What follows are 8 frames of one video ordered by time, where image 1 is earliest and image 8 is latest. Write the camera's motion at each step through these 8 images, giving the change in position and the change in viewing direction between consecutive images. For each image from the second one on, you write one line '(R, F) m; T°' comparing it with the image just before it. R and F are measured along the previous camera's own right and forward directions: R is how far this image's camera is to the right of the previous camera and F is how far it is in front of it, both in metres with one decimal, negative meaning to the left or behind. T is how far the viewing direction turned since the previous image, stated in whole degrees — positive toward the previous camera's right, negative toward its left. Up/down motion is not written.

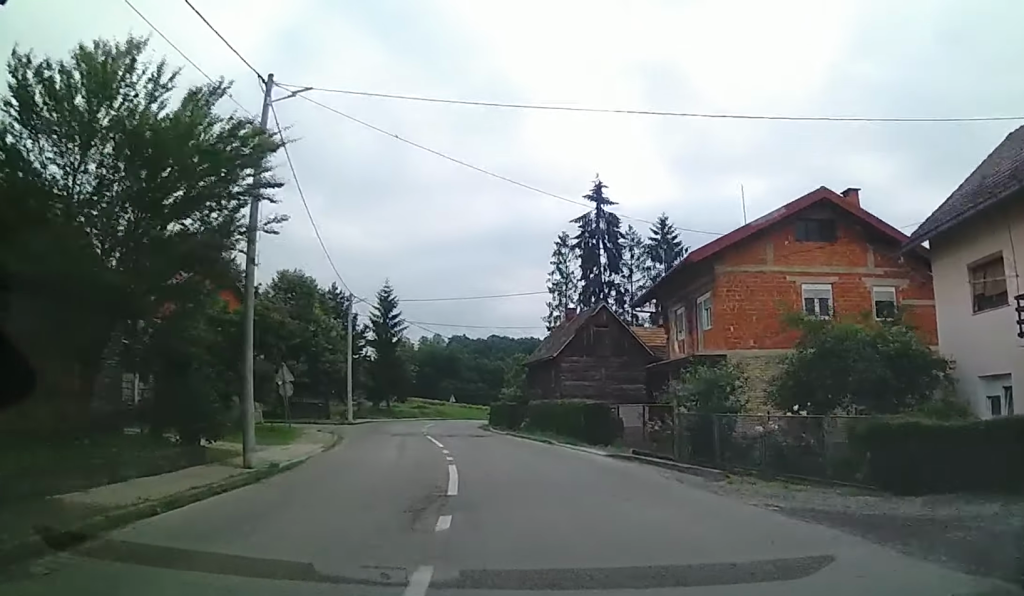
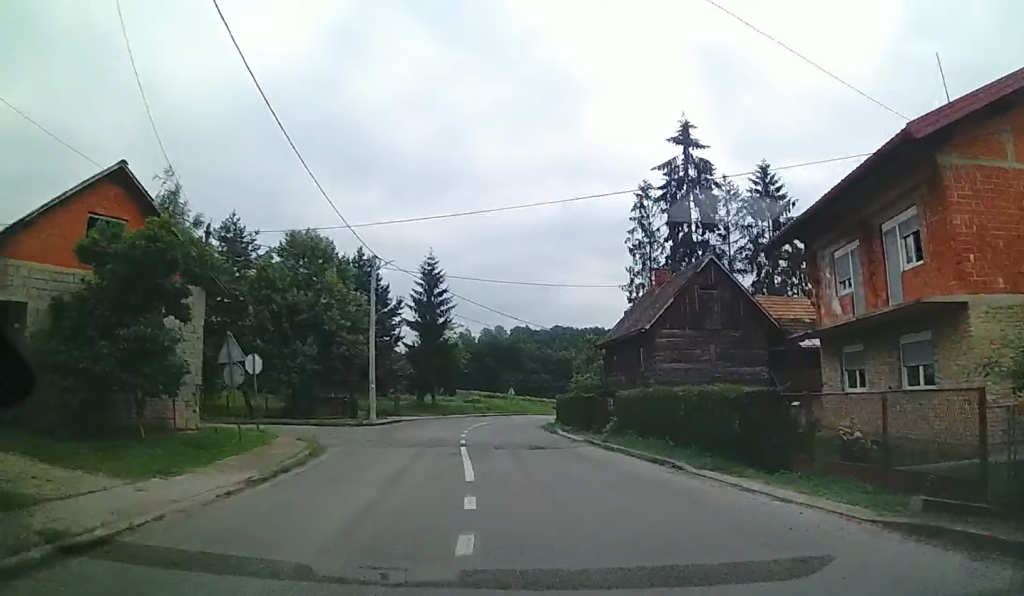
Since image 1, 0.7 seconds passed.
(-0.2, +10.1) m; -3°
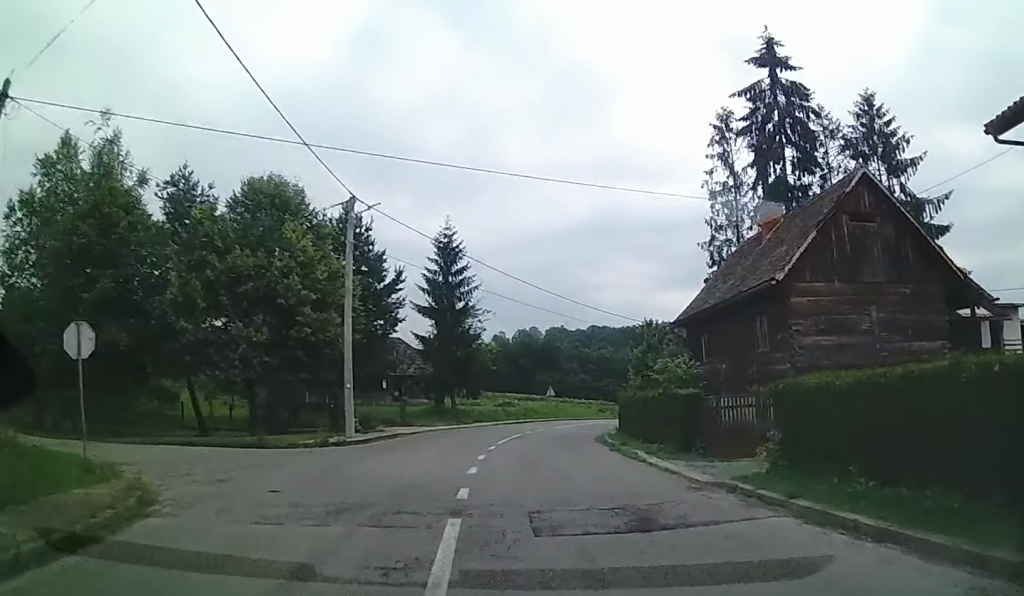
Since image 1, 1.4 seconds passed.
(-0.6, +10.6) m; -1°
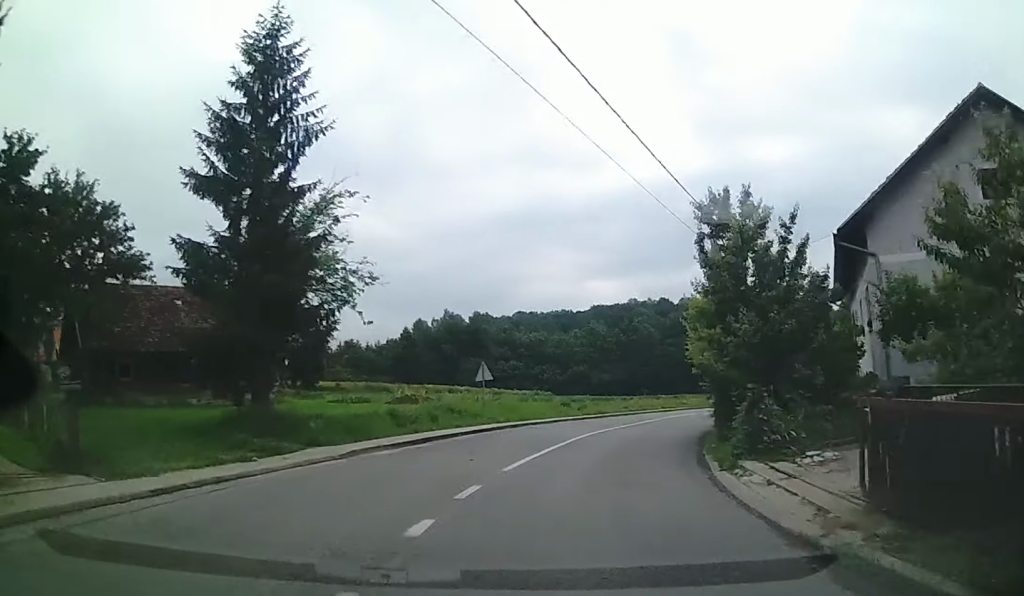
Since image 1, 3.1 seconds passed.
(+2.0, +24.1) m; +12°
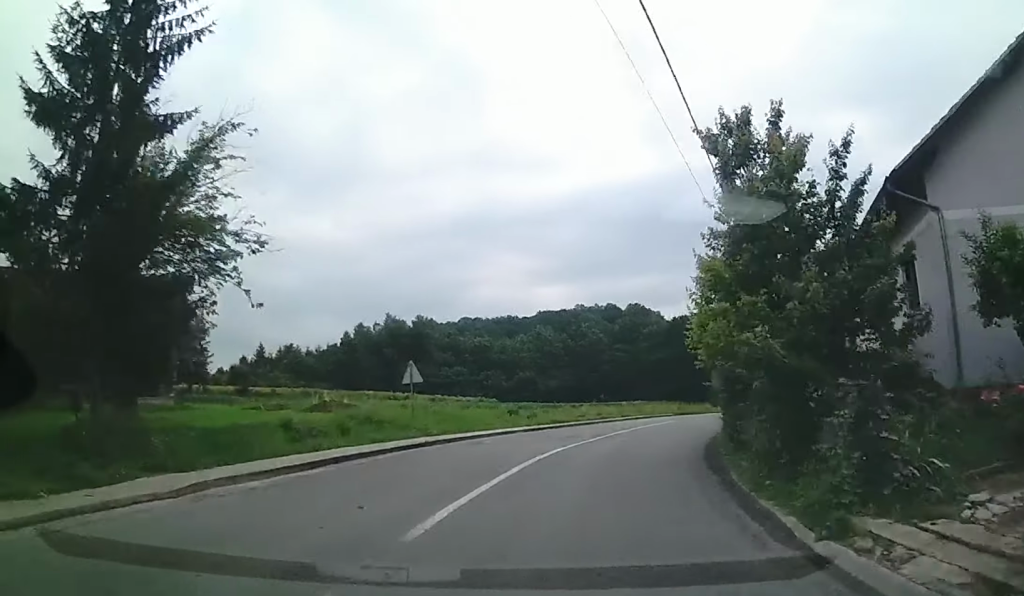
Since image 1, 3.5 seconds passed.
(-0.1, +5.6) m; +4°
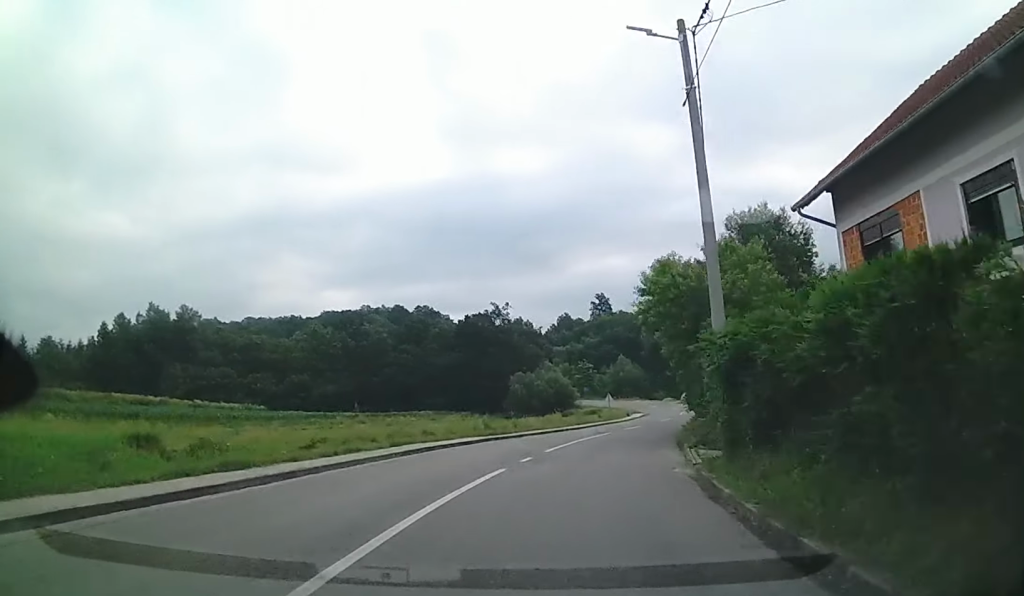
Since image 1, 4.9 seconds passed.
(+2.7, +18.0) m; +14°
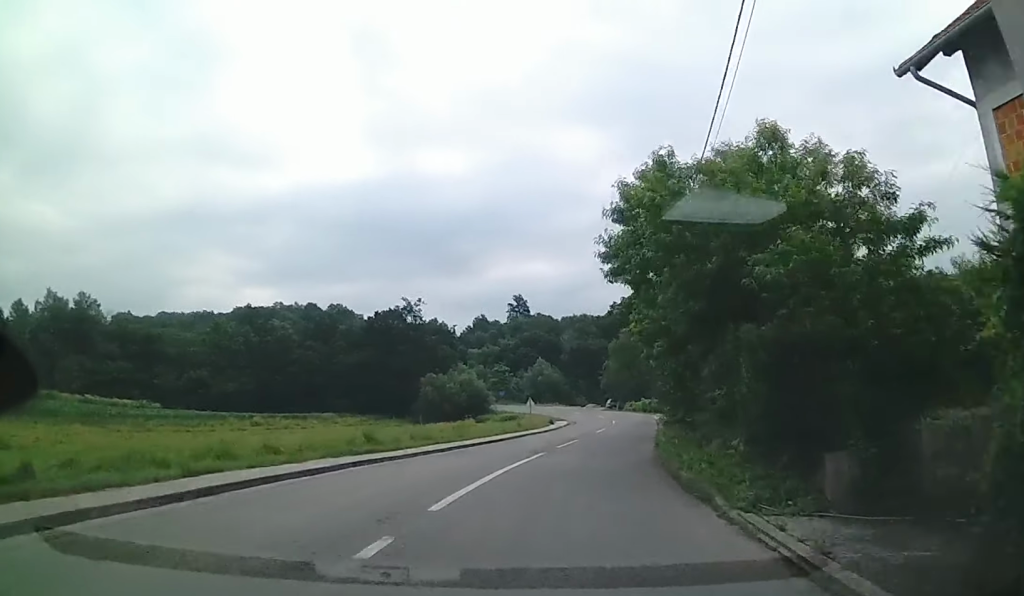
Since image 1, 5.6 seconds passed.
(+0.4, +8.9) m; +5°
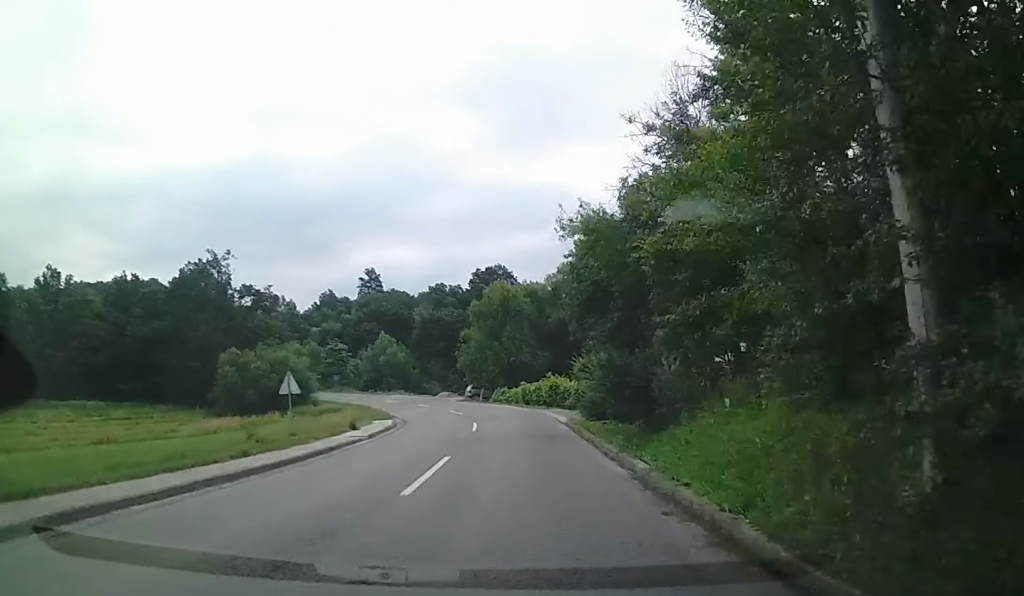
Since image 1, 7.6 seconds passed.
(+1.3, +28.5) m; +4°
